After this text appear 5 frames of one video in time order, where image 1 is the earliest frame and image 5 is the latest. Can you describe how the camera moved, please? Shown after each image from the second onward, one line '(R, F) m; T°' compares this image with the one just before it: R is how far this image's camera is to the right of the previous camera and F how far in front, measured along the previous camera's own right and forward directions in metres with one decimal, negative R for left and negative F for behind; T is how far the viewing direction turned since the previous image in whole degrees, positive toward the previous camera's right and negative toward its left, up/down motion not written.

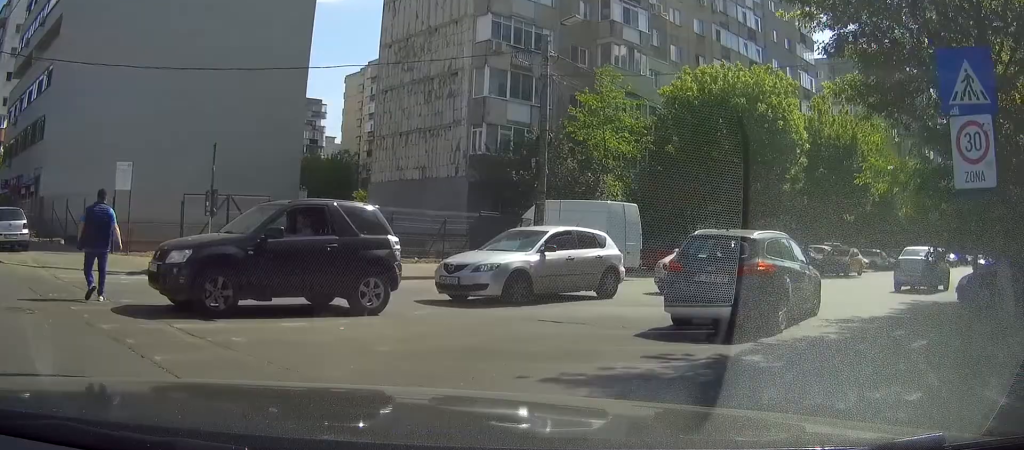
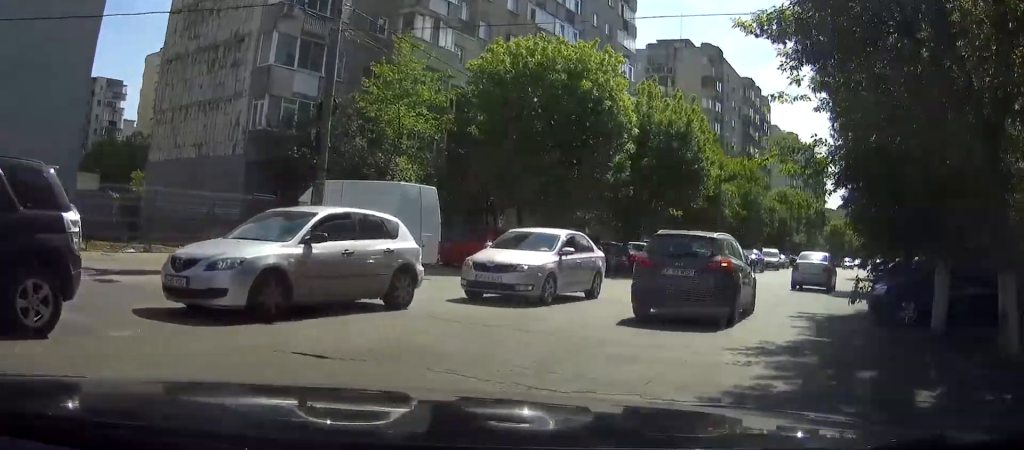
(+0.3, +4.1) m; +5°
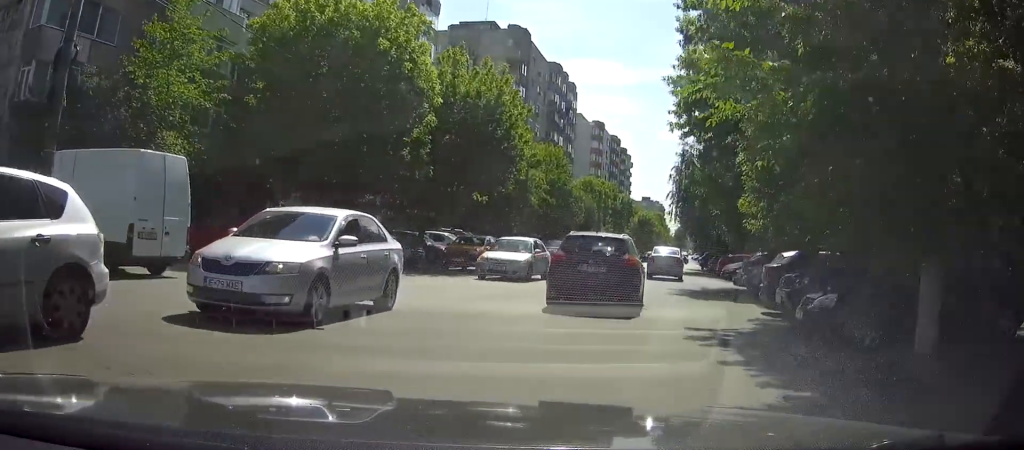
(0.0, +4.5) m; 0°
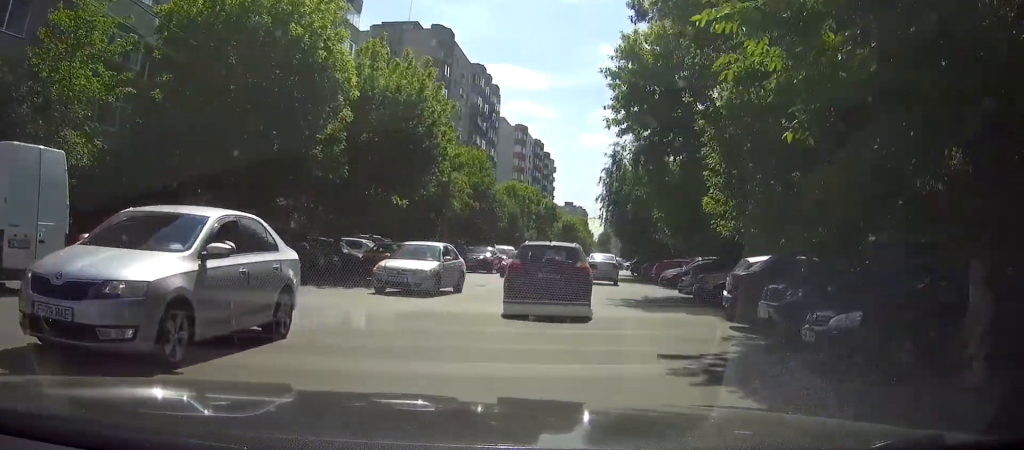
(0.0, +2.2) m; 0°
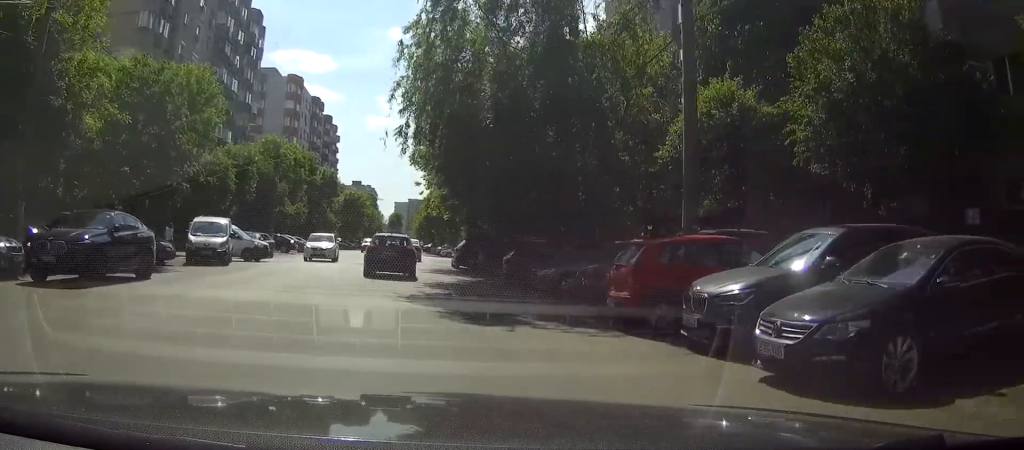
(+10.0, +26.0) m; +36°
